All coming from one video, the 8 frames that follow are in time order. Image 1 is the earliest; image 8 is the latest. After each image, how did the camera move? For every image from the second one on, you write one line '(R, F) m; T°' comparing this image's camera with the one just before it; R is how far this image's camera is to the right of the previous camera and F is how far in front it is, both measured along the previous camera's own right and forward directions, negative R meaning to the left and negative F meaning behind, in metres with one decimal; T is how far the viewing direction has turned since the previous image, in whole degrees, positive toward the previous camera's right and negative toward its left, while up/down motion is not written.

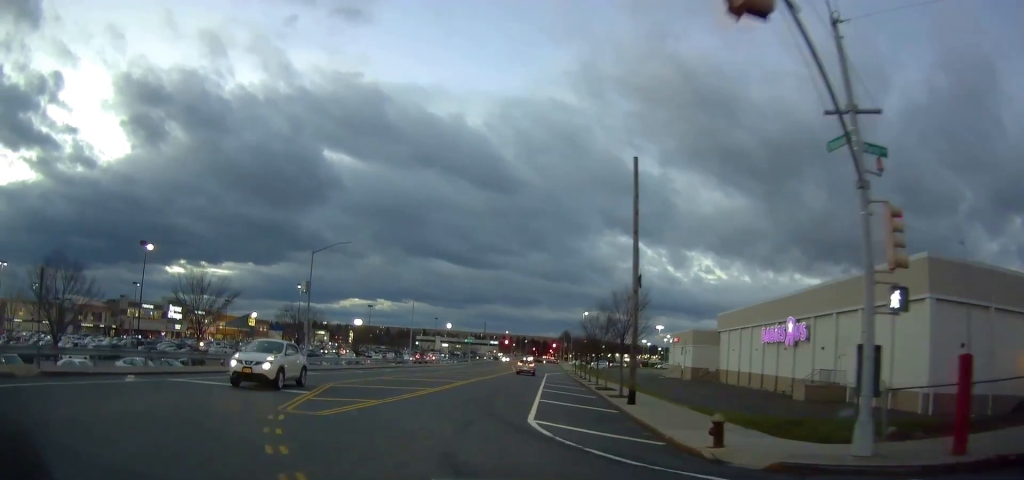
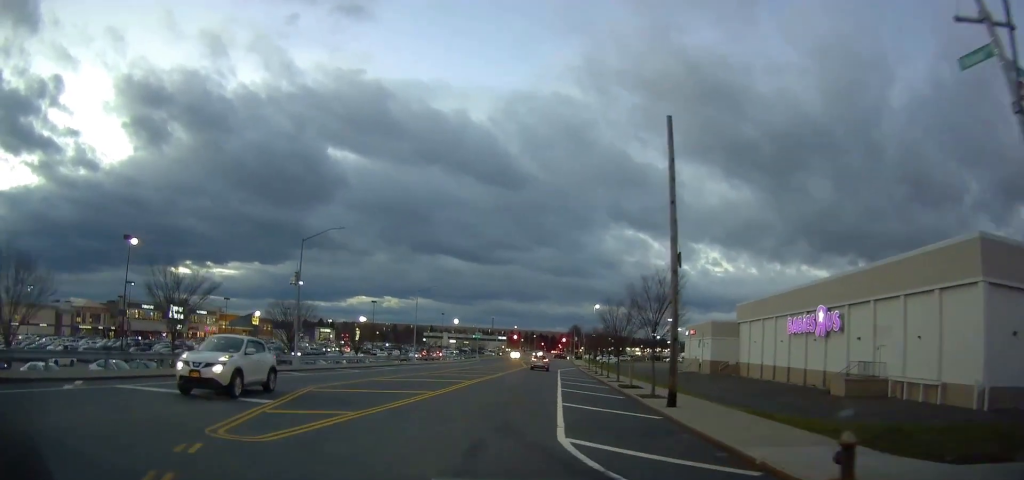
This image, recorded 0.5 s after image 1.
(0.0, +4.0) m; 0°
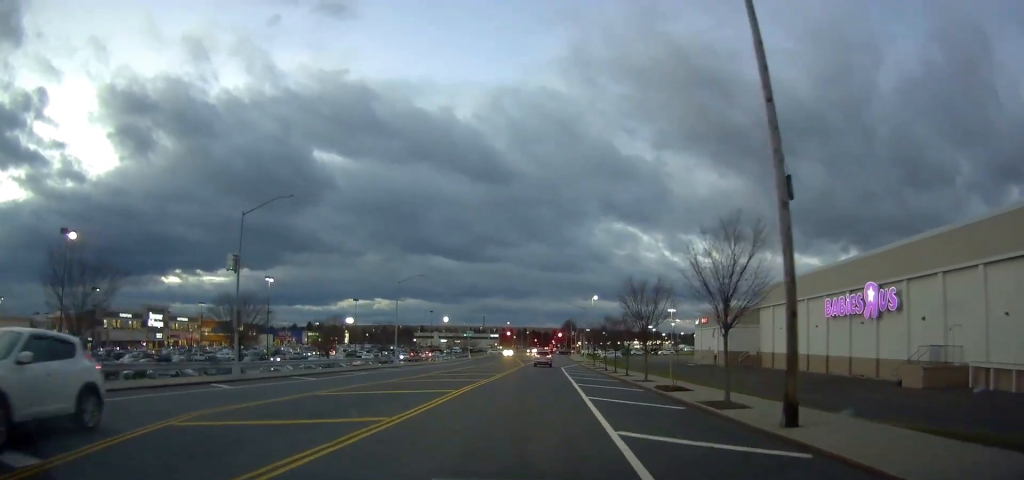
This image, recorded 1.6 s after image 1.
(0.0, +8.5) m; +2°
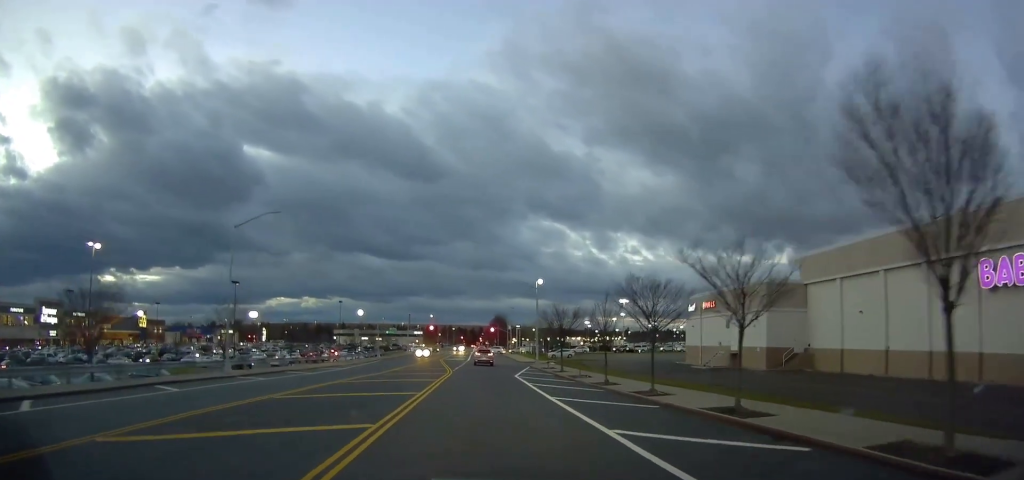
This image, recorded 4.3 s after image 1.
(+2.2, +26.2) m; +7°
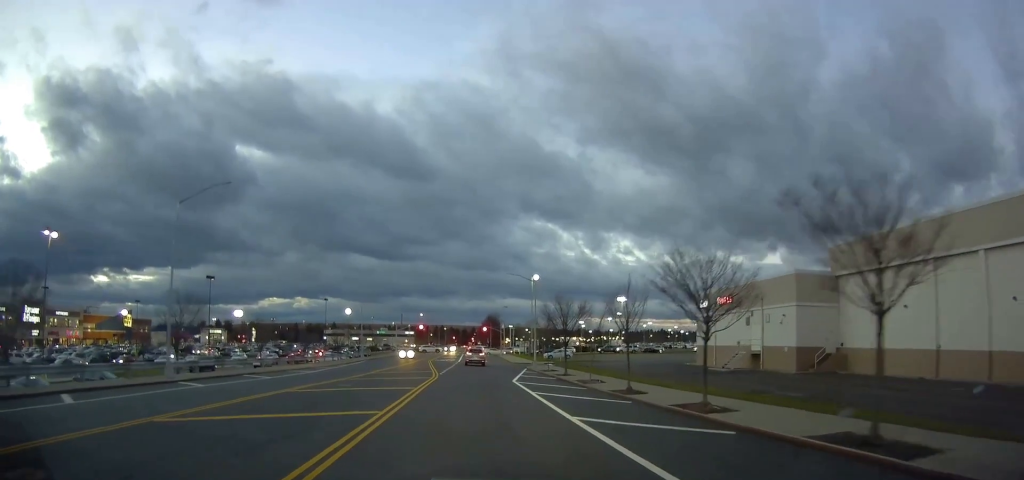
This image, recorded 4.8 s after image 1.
(+0.1, +6.0) m; 0°
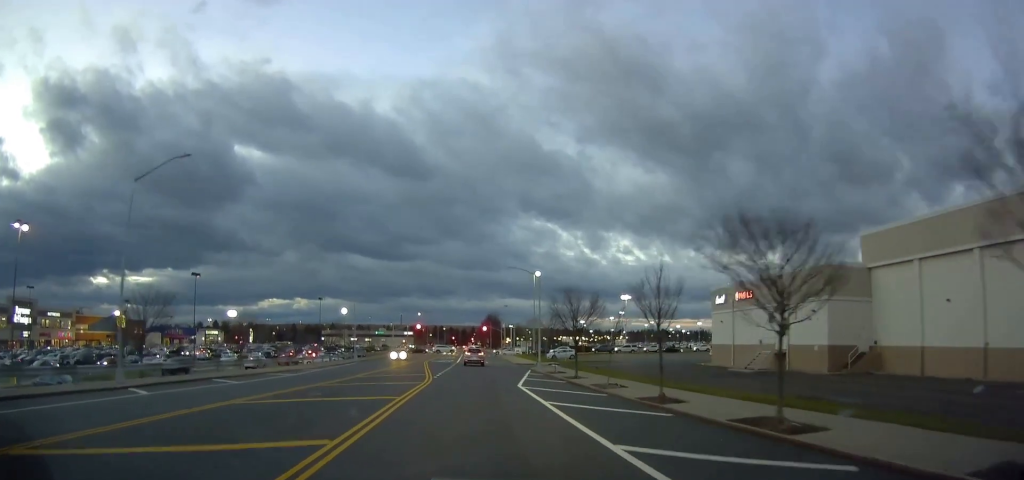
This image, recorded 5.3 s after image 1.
(+0.1, +4.6) m; 0°
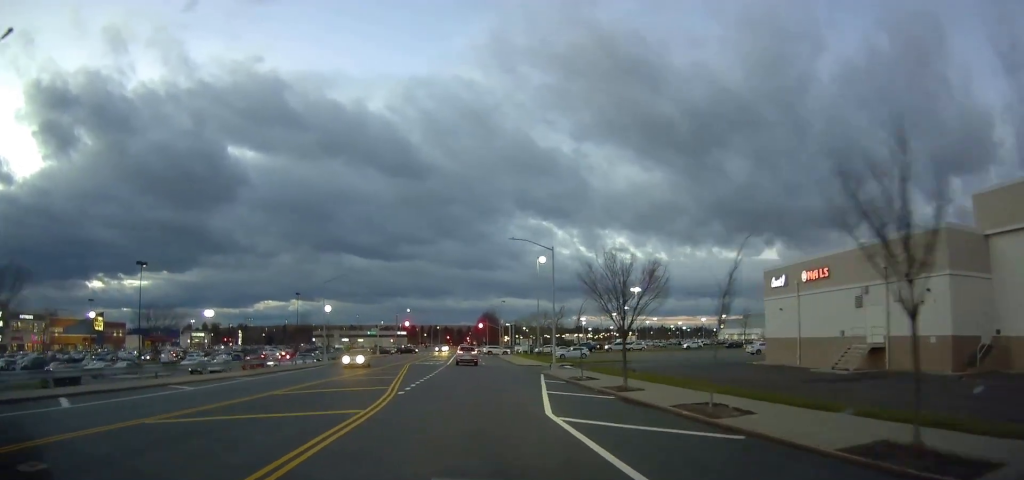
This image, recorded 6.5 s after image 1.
(-0.1, +12.8) m; +1°
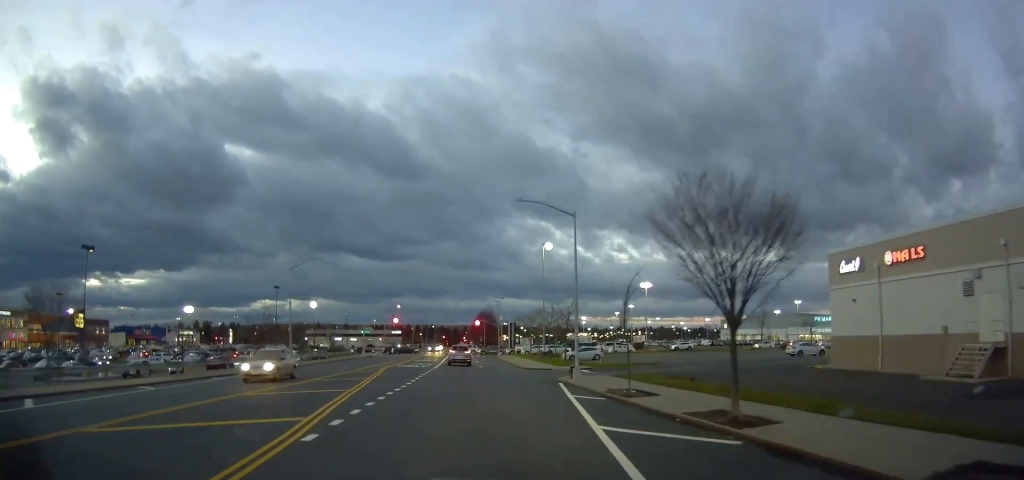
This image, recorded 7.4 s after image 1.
(+0.4, +10.1) m; 0°
